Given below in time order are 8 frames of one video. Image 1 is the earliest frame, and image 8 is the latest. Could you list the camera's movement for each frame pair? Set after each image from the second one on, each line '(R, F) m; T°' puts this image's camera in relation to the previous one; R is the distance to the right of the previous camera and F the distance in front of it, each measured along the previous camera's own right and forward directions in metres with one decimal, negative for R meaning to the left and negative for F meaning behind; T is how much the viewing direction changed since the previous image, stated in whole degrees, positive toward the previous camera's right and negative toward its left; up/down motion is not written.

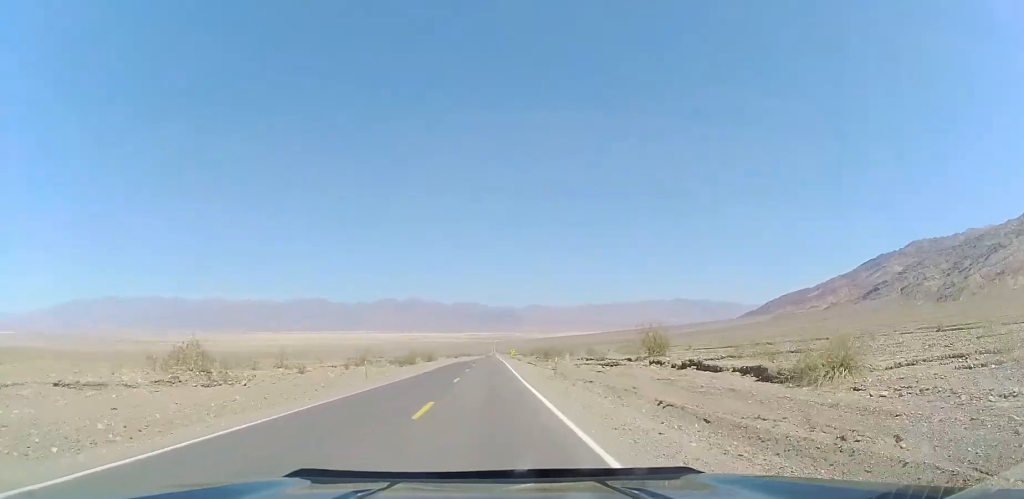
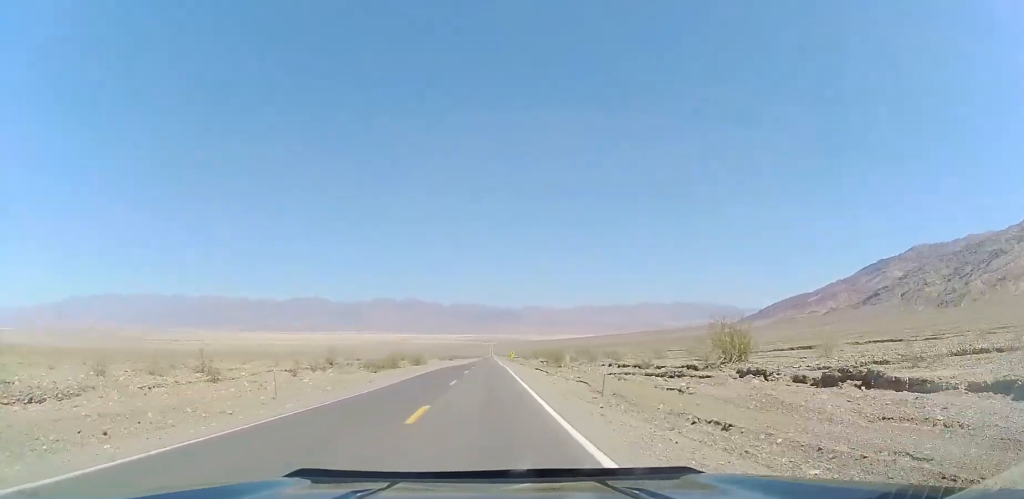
(+0.2, +15.3) m; 0°
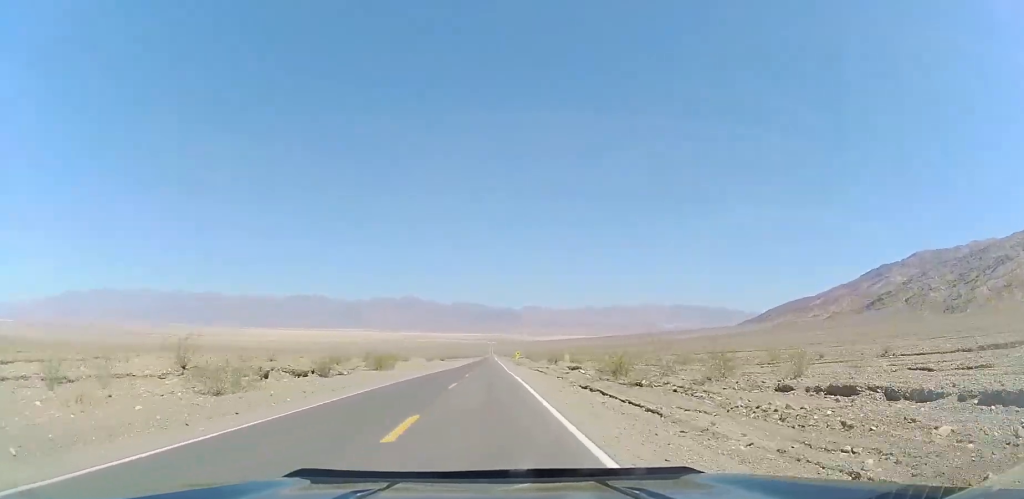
(+0.5, +31.8) m; 0°
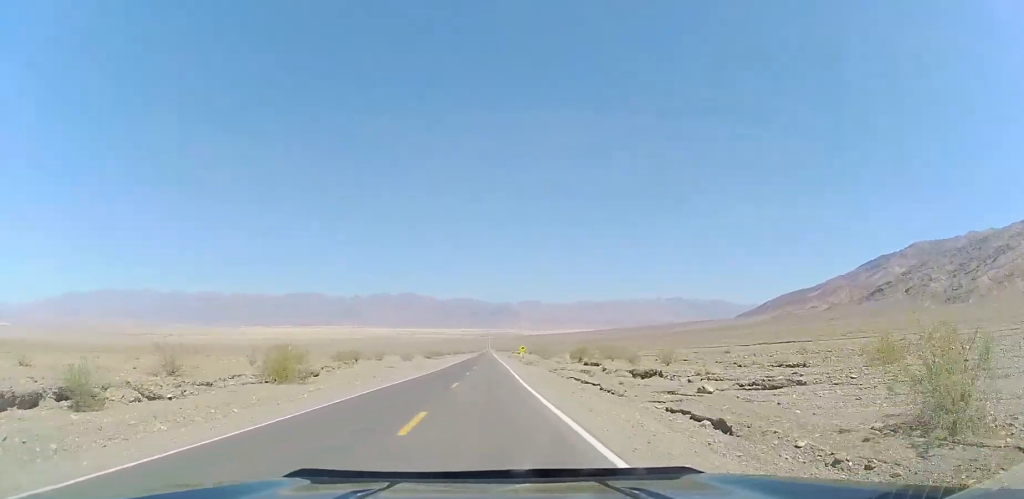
(-0.5, +28.5) m; -1°
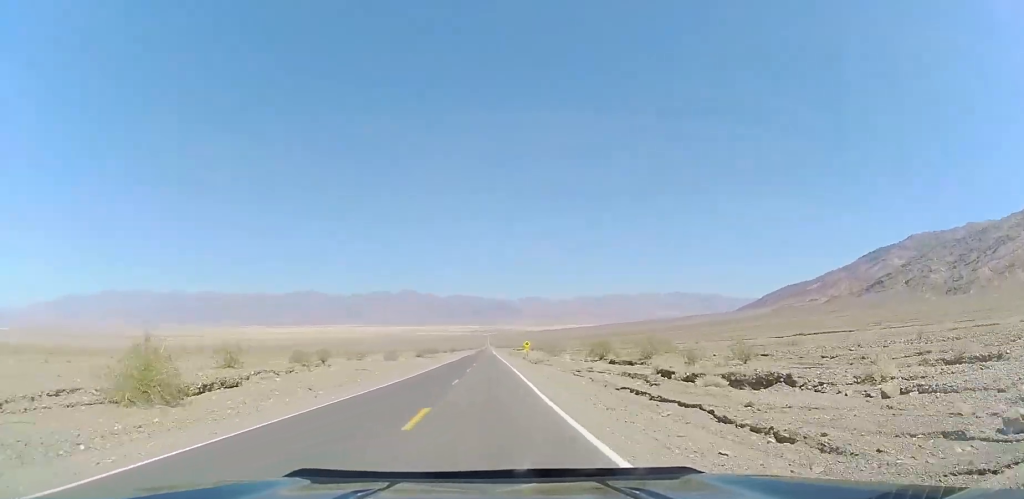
(0.0, +14.2) m; +1°
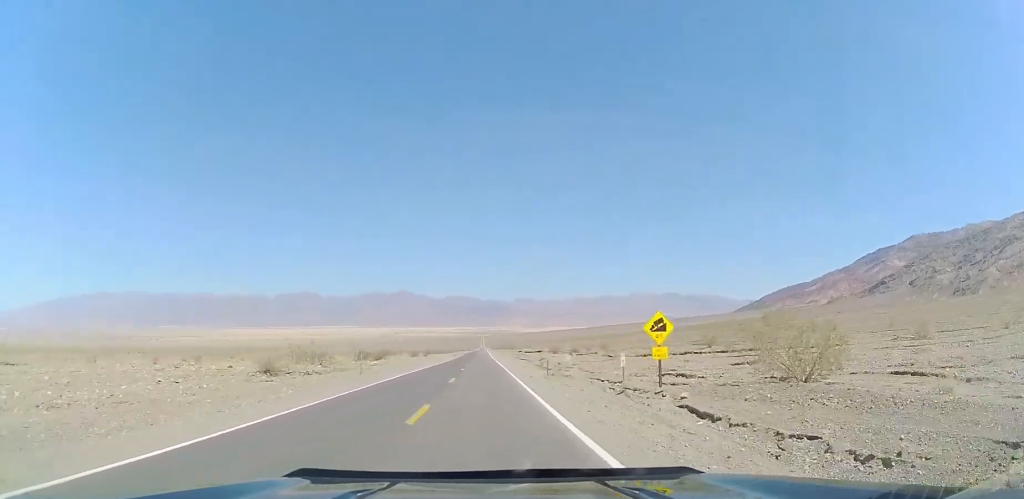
(+0.5, +72.2) m; +1°
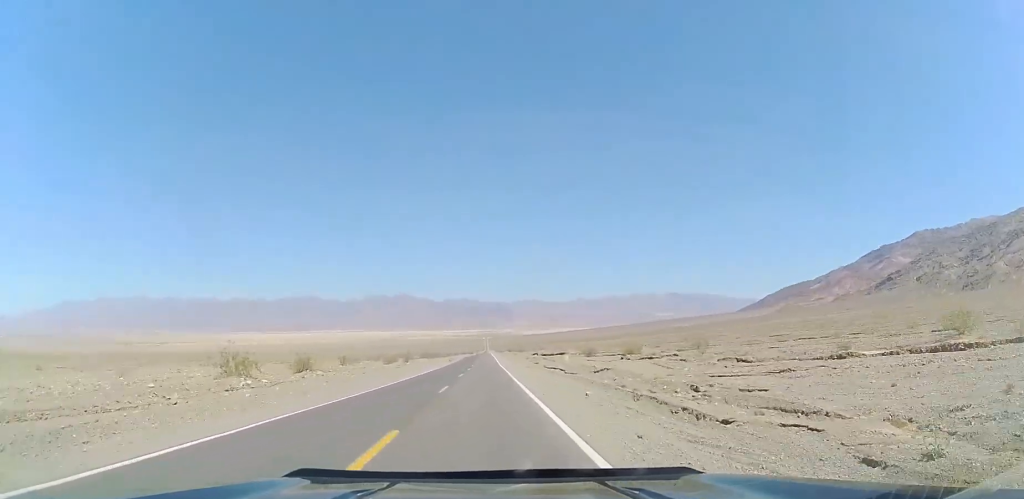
(+0.4, +35.0) m; +1°
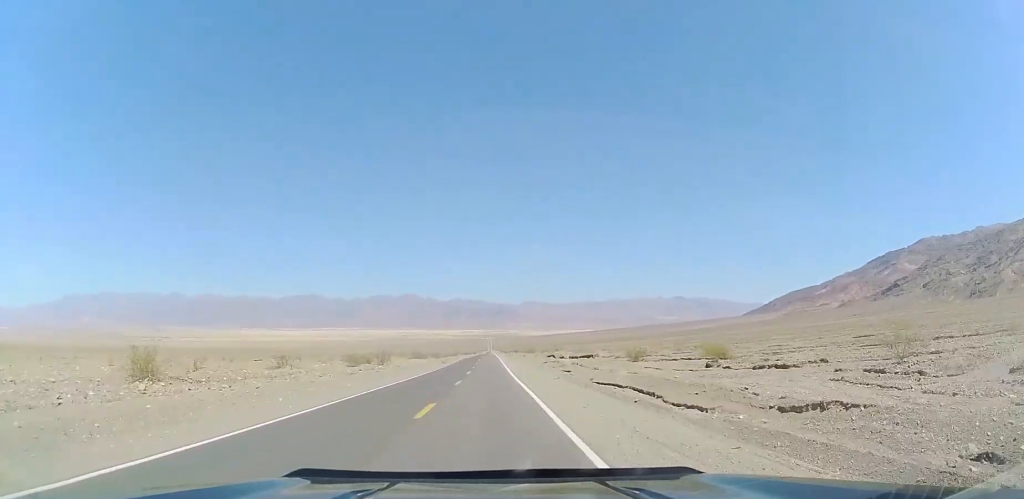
(-0.1, +23.0) m; -1°
